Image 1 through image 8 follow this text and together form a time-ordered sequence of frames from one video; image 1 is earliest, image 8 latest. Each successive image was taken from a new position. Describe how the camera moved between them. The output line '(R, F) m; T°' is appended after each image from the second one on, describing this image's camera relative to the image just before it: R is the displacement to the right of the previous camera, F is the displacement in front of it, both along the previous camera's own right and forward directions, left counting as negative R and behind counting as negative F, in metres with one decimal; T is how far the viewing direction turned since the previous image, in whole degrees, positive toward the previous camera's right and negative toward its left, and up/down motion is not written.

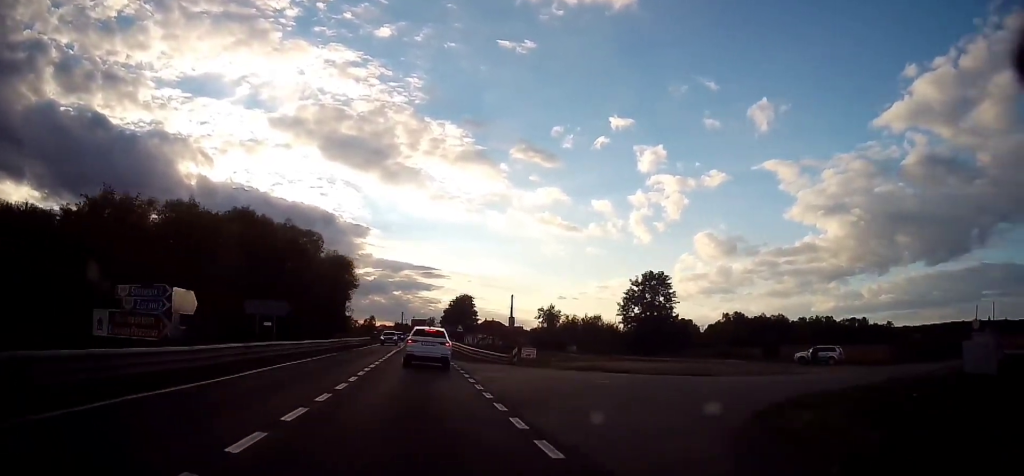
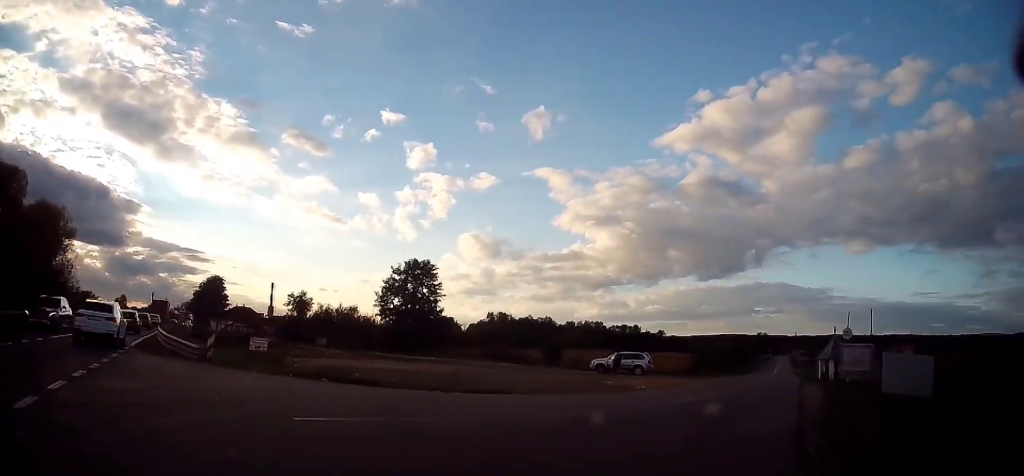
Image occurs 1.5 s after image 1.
(+1.3, +9.8) m; +21°
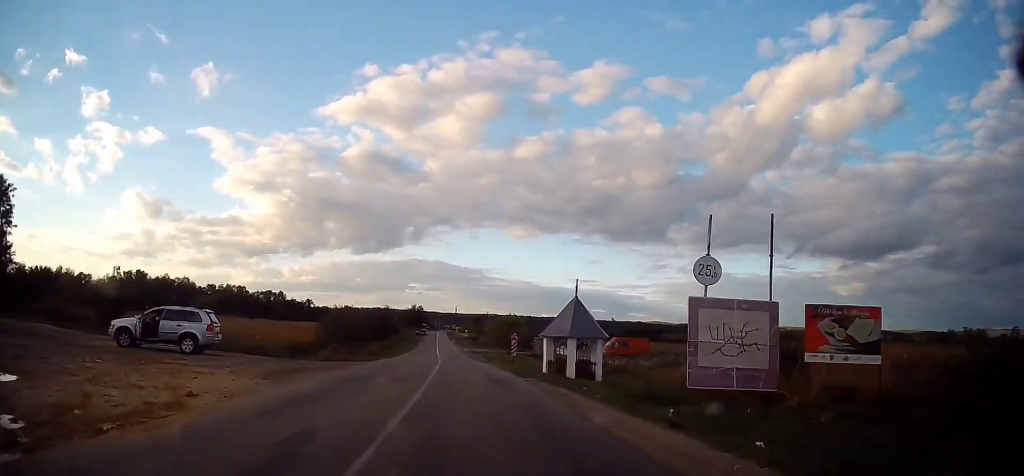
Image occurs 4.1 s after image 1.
(+8.0, +18.4) m; +36°
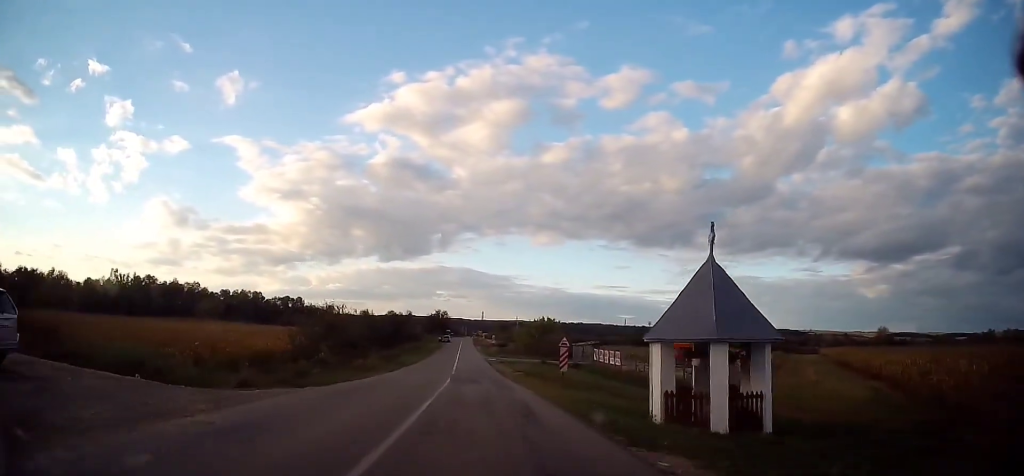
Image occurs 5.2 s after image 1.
(+0.2, +11.2) m; 0°
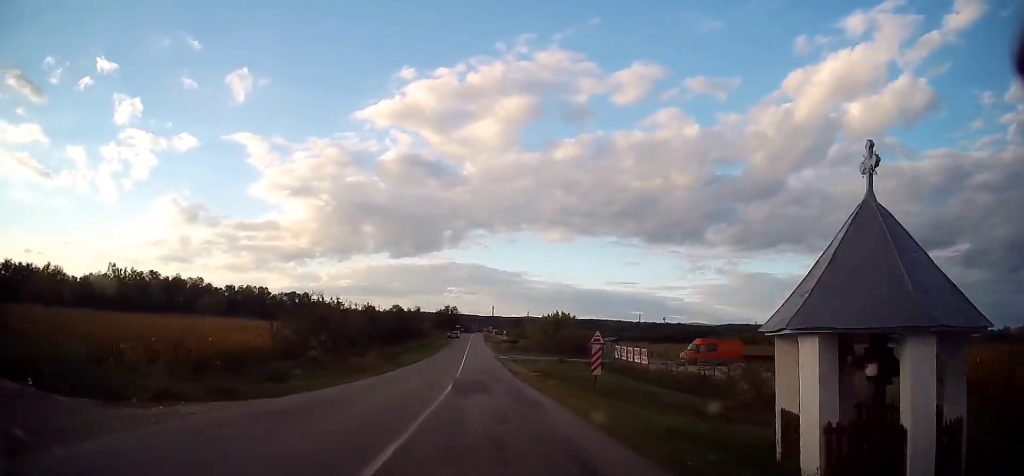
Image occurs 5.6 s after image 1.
(-0.2, +4.4) m; -1°
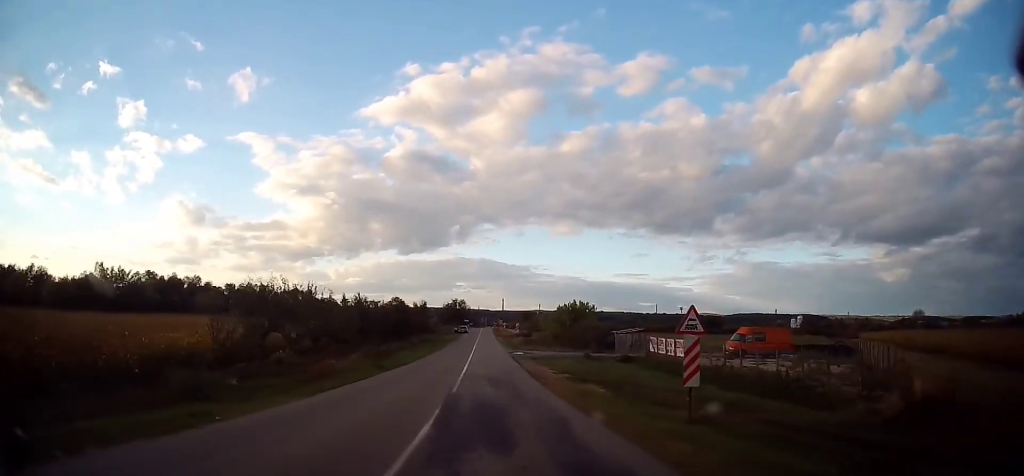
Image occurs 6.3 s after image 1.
(+0.2, +8.0) m; 0°
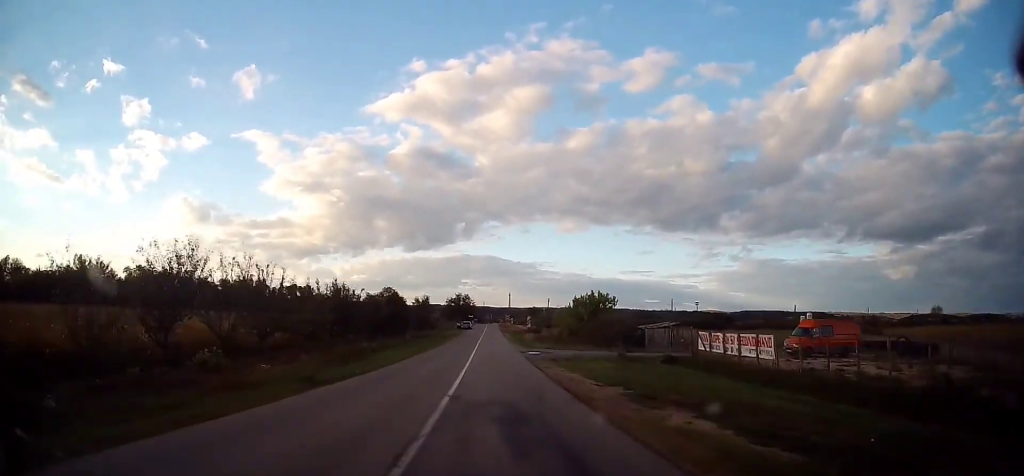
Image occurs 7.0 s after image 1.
(0.0, +9.2) m; -1°
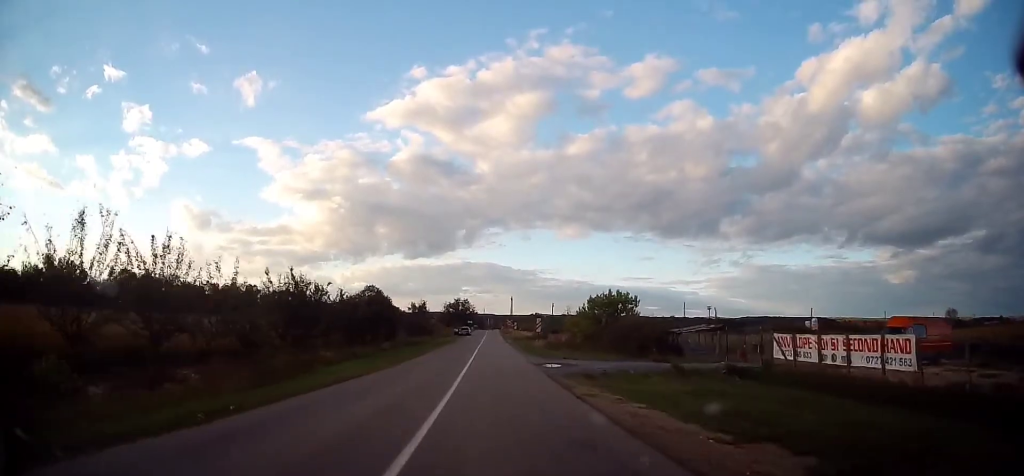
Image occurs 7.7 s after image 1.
(-0.1, +9.3) m; -1°
